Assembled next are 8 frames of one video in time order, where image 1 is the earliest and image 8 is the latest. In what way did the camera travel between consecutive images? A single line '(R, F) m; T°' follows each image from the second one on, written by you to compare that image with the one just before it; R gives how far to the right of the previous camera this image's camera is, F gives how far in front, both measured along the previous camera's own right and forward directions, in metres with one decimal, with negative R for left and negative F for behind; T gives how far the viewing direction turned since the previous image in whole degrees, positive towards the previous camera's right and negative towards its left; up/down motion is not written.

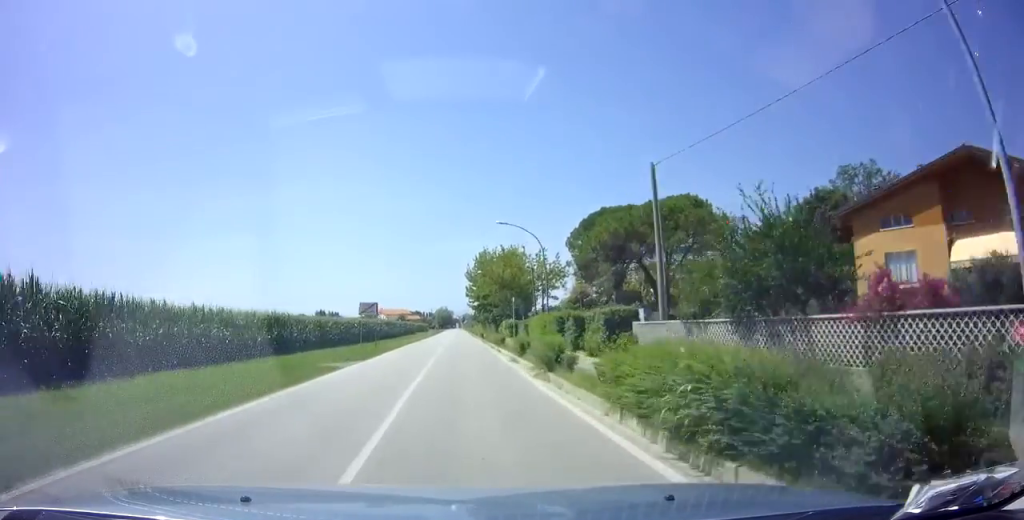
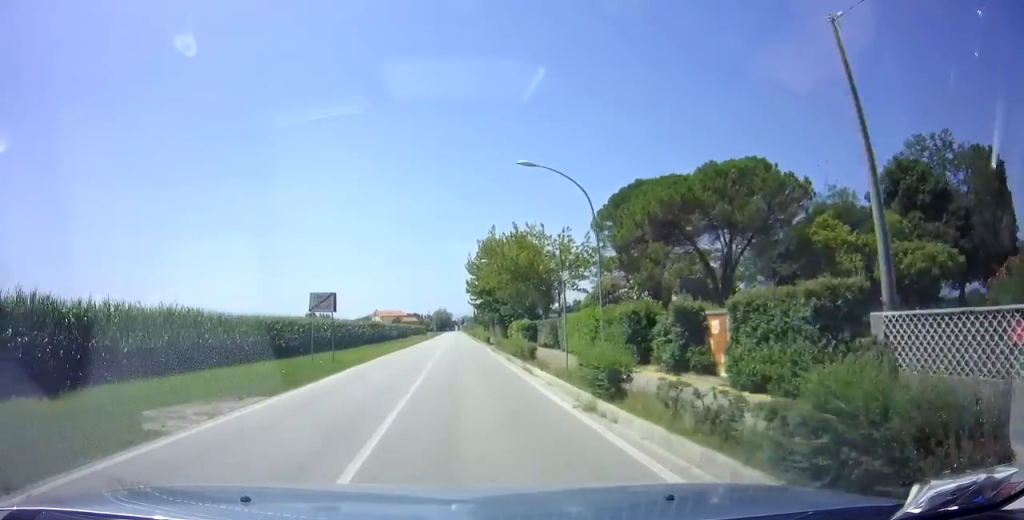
(0.0, +13.2) m; +1°
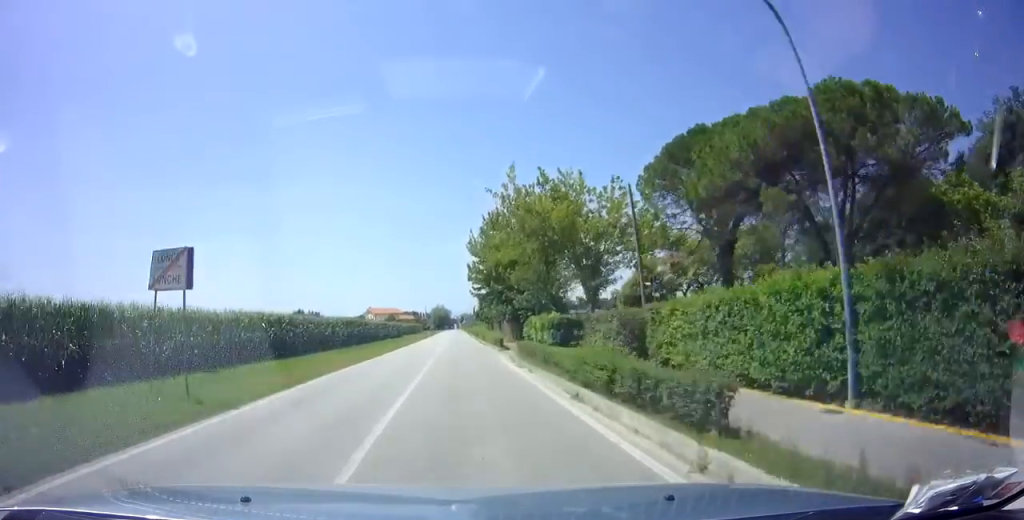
(+0.2, +13.9) m; +1°
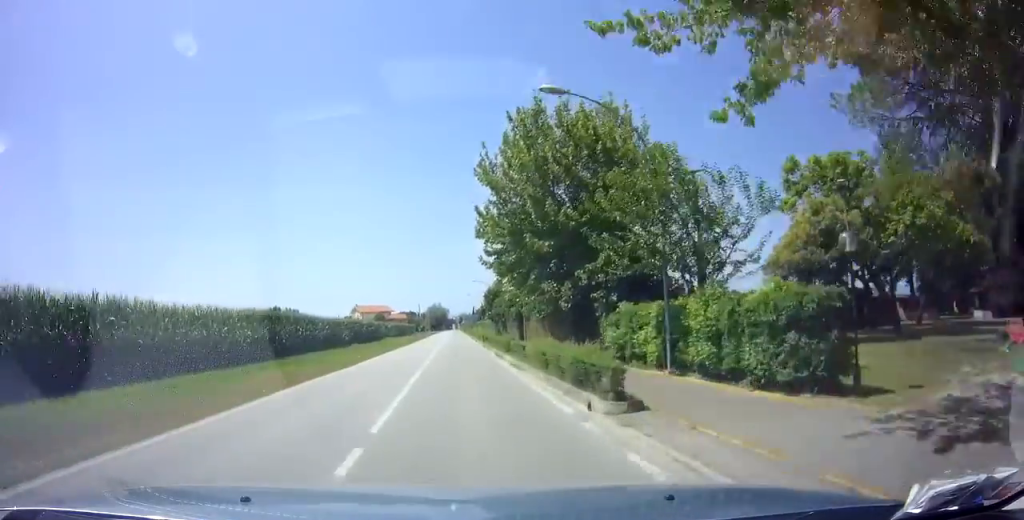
(-0.2, +23.2) m; -2°
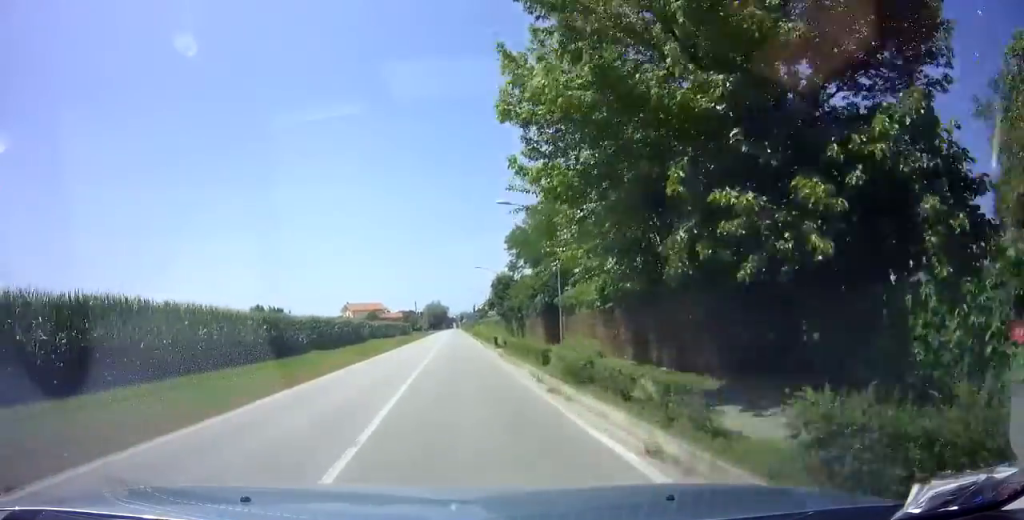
(-0.1, +15.3) m; 0°
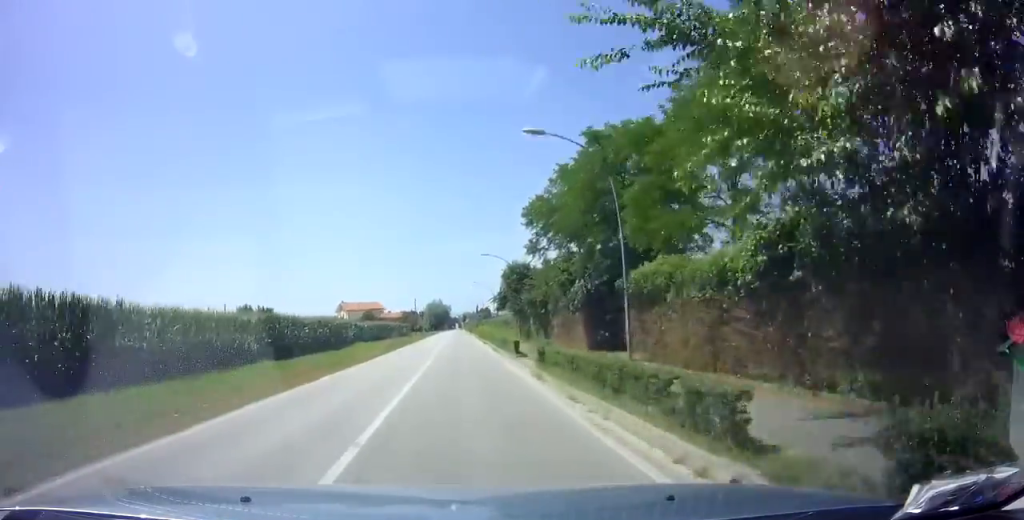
(0.0, +10.4) m; +1°
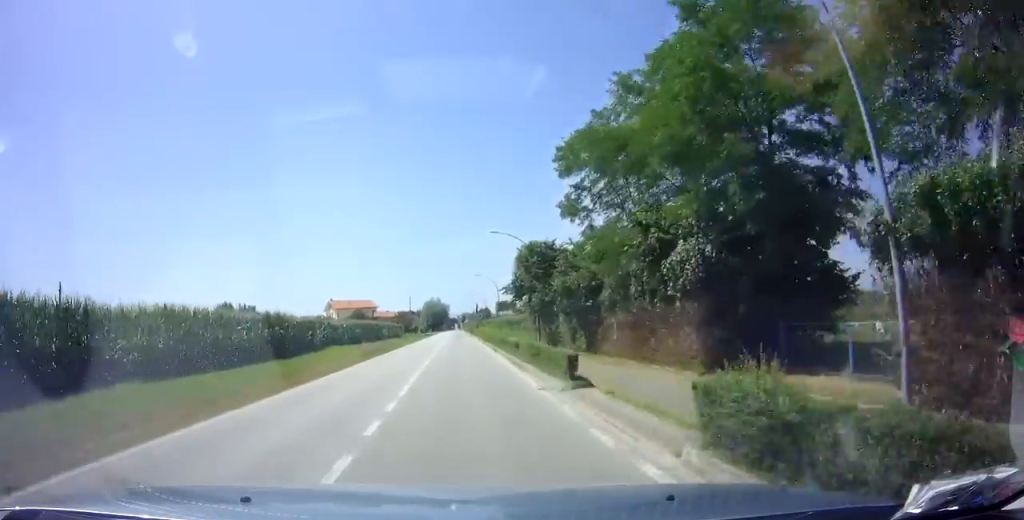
(0.0, +11.5) m; +1°
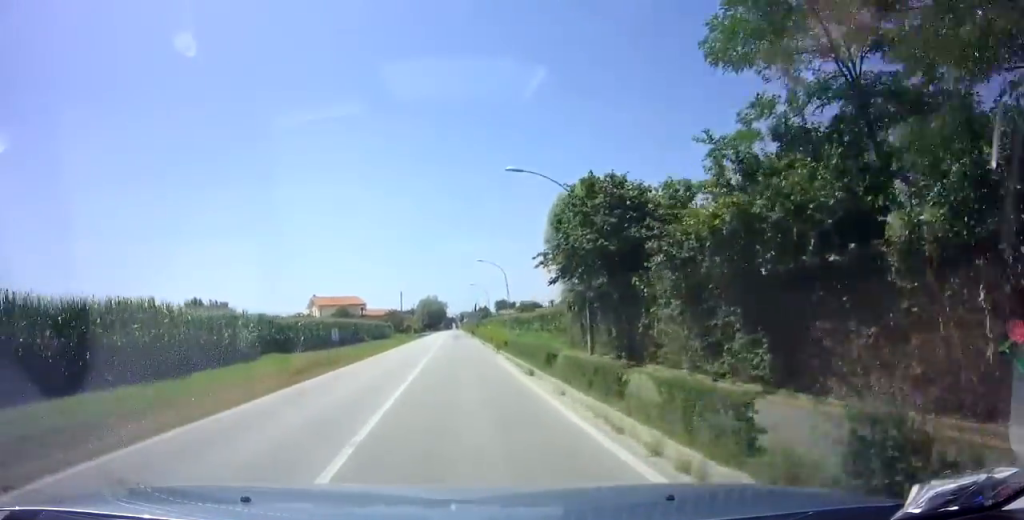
(+0.3, +14.3) m; 0°
